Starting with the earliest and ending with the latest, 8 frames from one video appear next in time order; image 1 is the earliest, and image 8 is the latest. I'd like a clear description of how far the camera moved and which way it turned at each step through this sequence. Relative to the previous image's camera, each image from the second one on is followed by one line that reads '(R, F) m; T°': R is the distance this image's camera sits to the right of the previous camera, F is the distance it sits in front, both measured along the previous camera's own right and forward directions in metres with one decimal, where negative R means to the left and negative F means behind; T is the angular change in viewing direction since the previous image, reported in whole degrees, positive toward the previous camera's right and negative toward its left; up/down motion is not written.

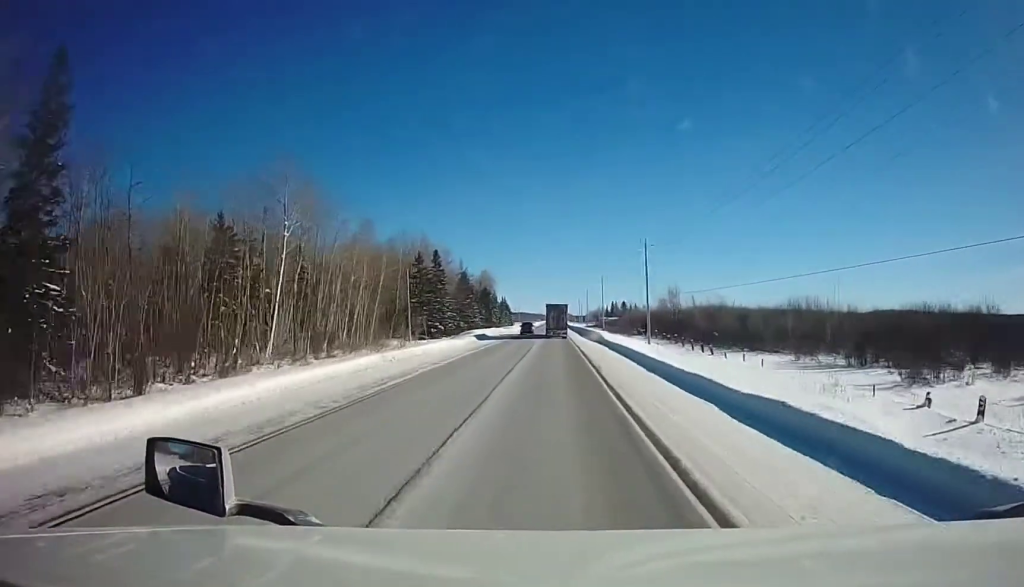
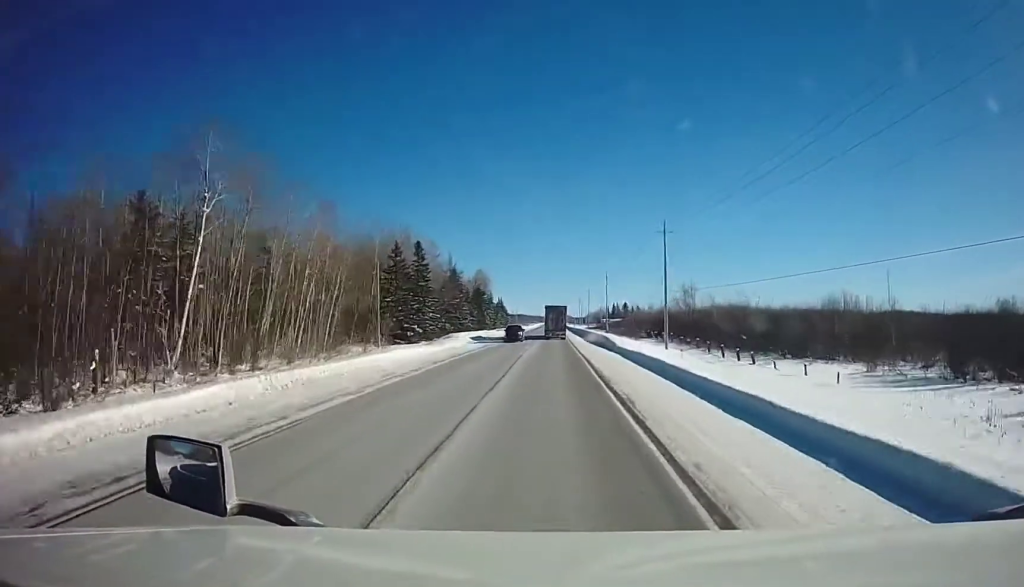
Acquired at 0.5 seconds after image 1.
(+0.1, +14.4) m; 0°
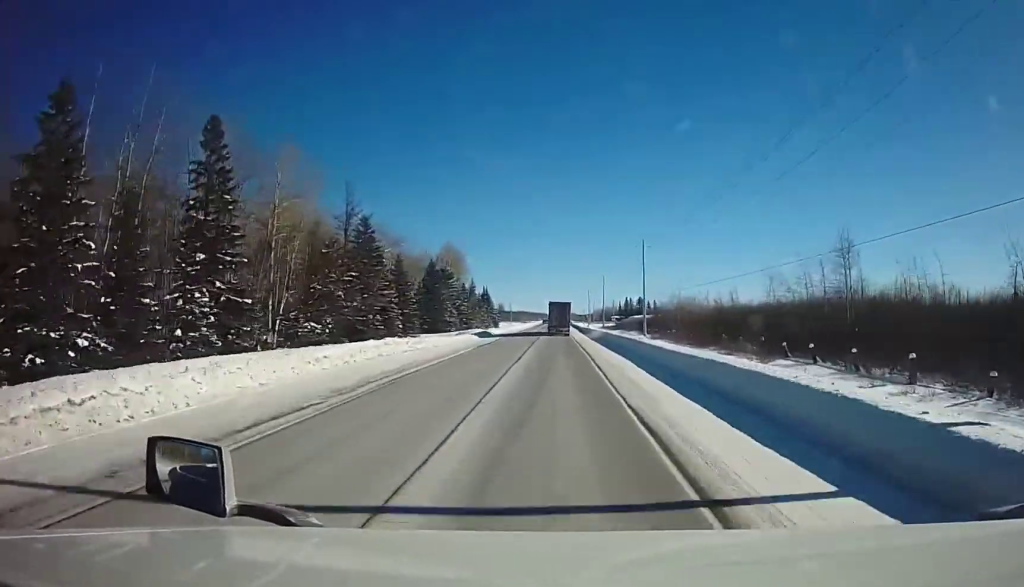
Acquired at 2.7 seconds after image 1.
(-0.3, +60.2) m; -1°
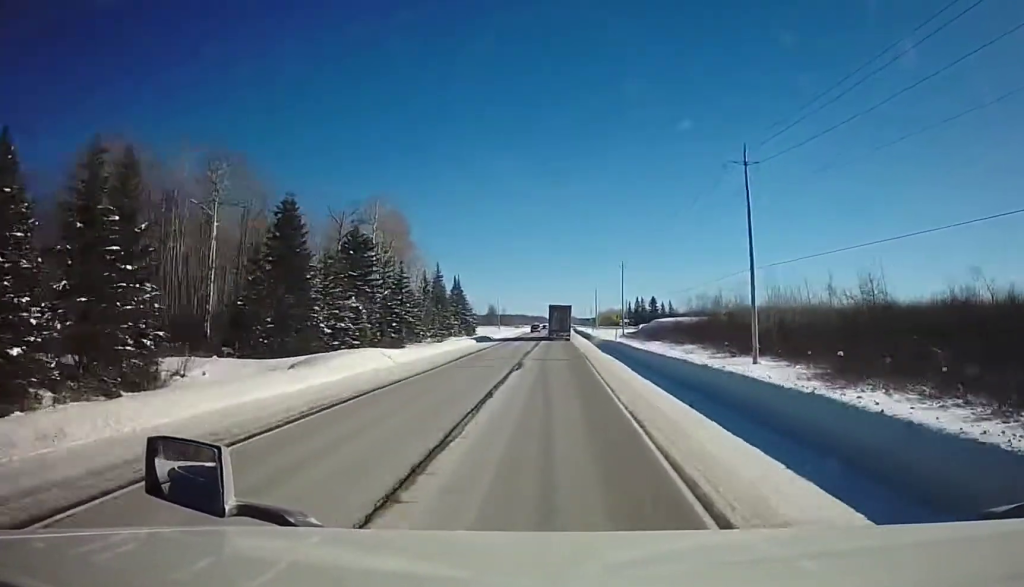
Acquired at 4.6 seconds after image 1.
(+0.8, +51.6) m; +1°
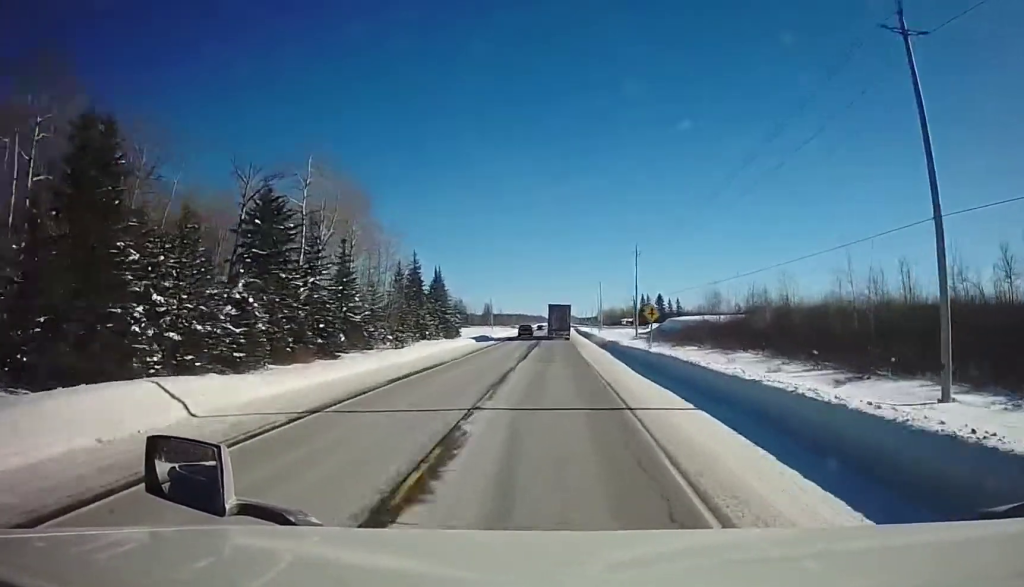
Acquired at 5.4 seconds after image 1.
(-0.4, +21.4) m; -1°
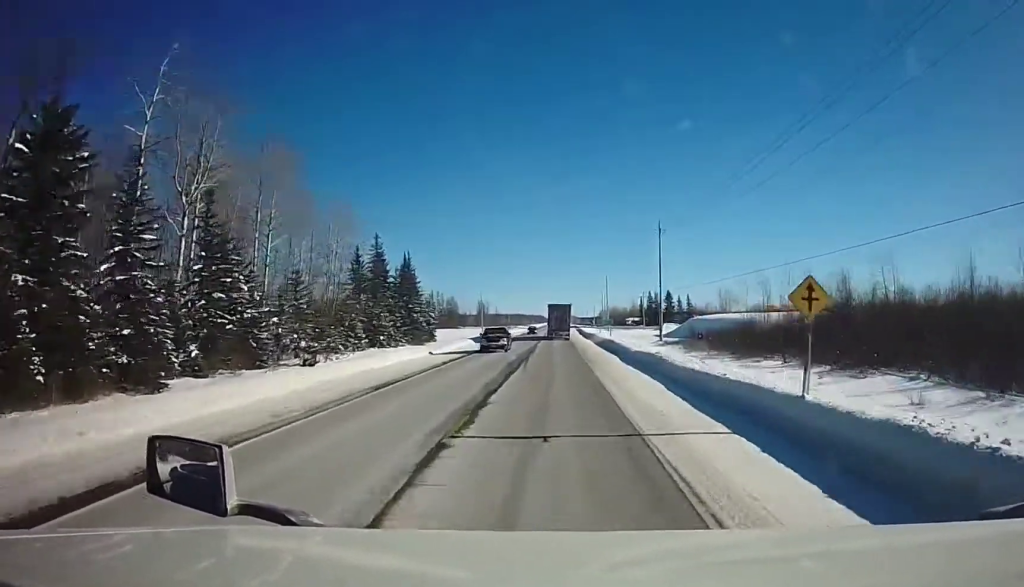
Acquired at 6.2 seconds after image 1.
(-0.1, +23.2) m; 0°
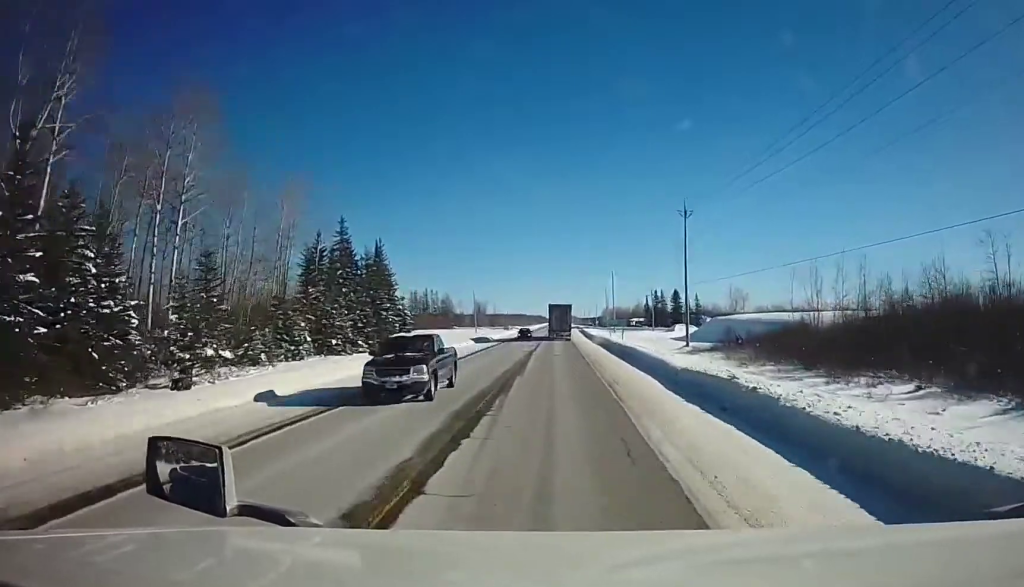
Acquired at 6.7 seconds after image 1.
(0.0, +14.9) m; 0°
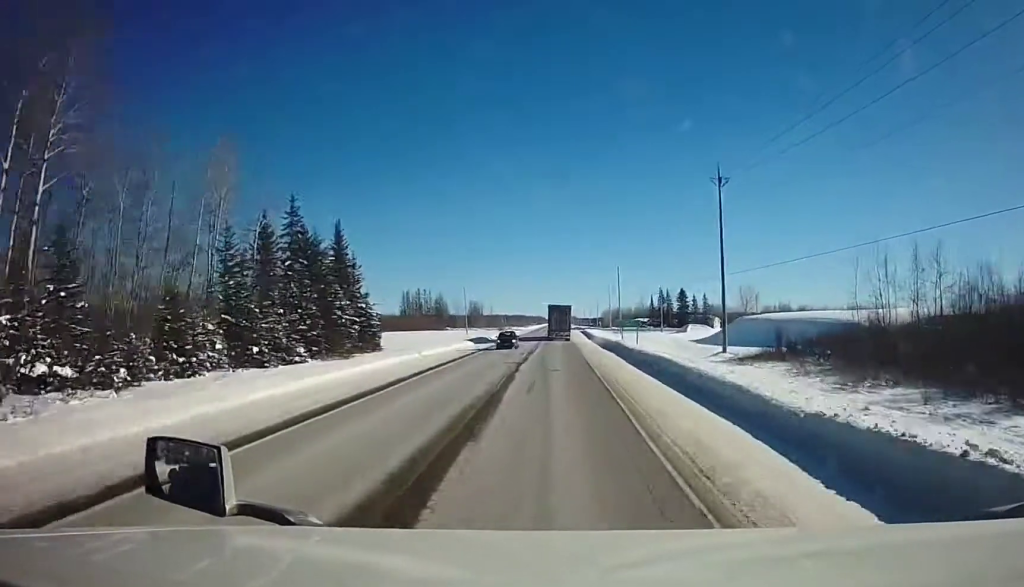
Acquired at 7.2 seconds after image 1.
(0.0, +13.9) m; 0°
